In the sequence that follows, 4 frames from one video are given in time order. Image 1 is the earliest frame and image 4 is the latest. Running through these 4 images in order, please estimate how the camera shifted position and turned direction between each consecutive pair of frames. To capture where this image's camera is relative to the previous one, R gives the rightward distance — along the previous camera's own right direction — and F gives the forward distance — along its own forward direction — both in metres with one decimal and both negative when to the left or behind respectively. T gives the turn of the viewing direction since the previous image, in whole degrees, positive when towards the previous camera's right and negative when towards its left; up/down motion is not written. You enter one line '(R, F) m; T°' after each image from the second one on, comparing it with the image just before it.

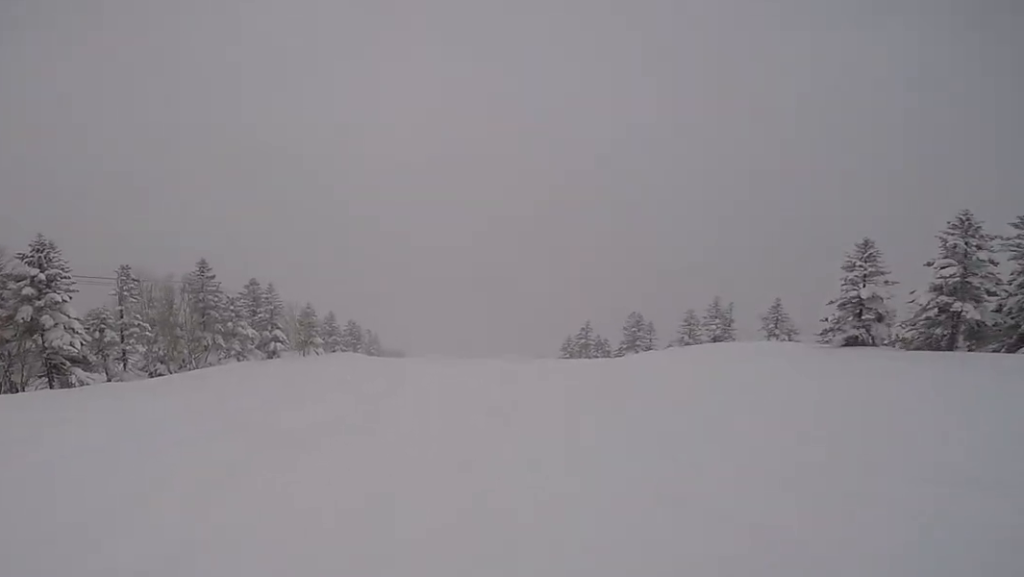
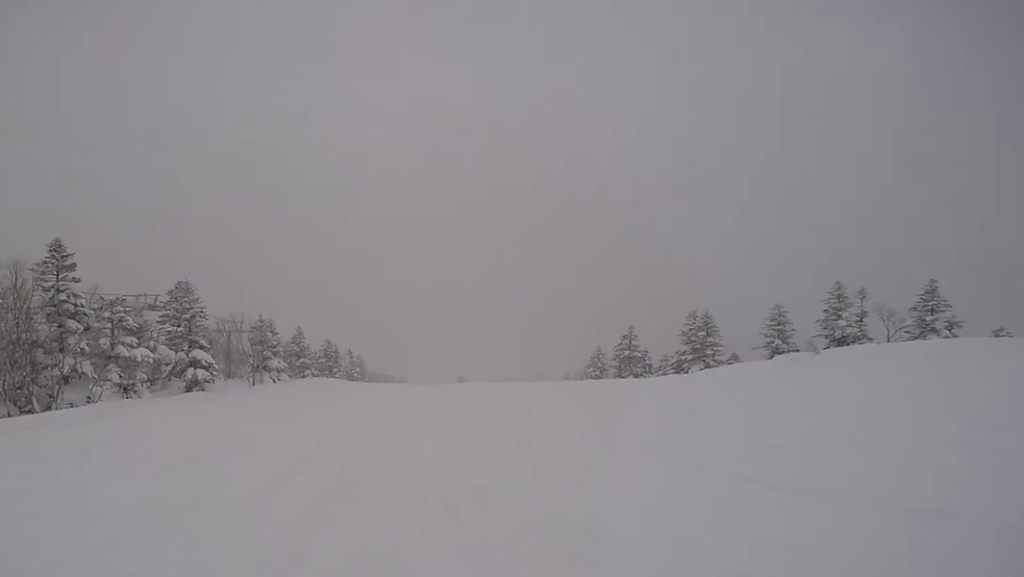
(-2.4, +14.5) m; -11°
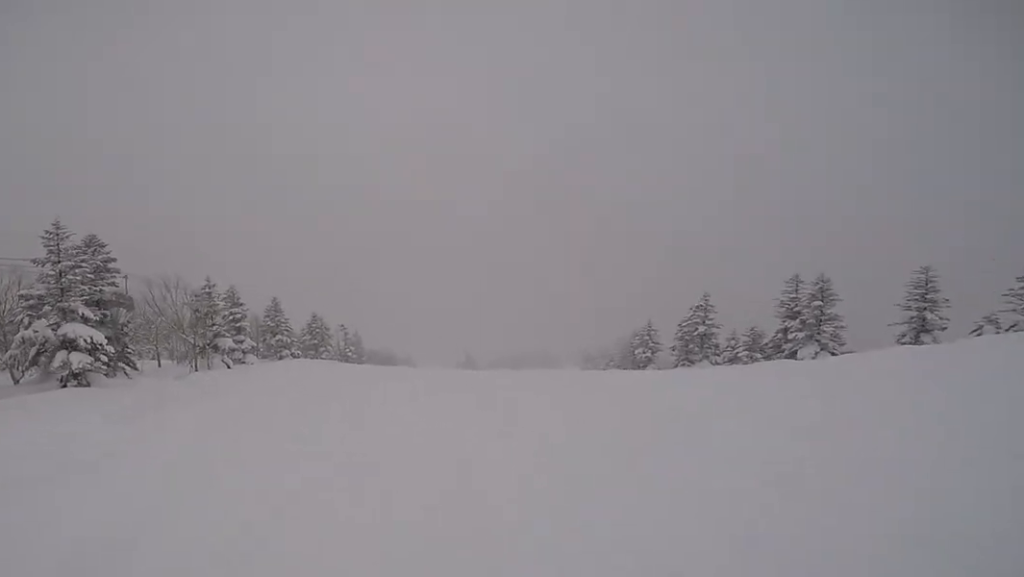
(+1.9, +11.1) m; +10°
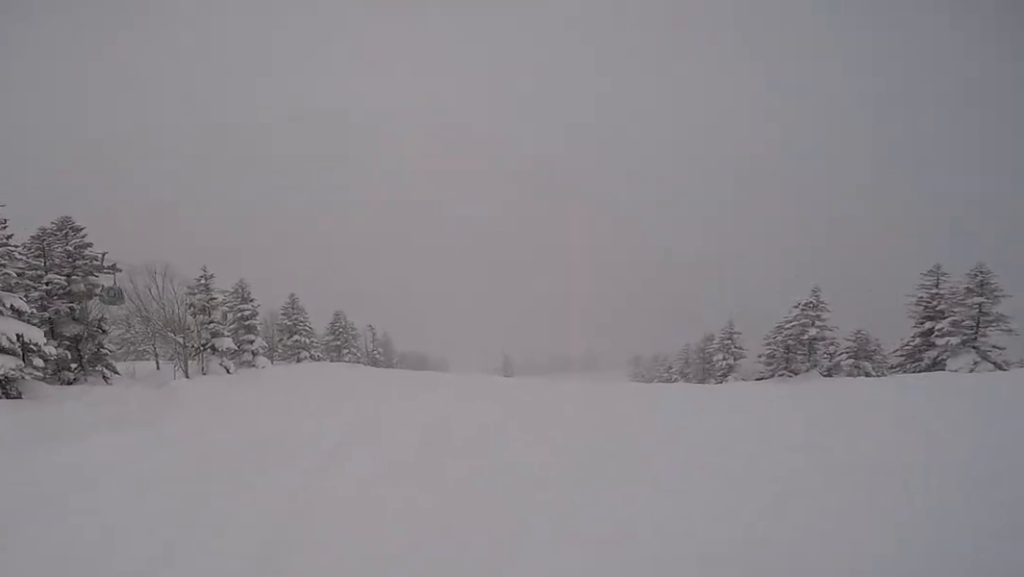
(-0.4, +6.0) m; -6°
